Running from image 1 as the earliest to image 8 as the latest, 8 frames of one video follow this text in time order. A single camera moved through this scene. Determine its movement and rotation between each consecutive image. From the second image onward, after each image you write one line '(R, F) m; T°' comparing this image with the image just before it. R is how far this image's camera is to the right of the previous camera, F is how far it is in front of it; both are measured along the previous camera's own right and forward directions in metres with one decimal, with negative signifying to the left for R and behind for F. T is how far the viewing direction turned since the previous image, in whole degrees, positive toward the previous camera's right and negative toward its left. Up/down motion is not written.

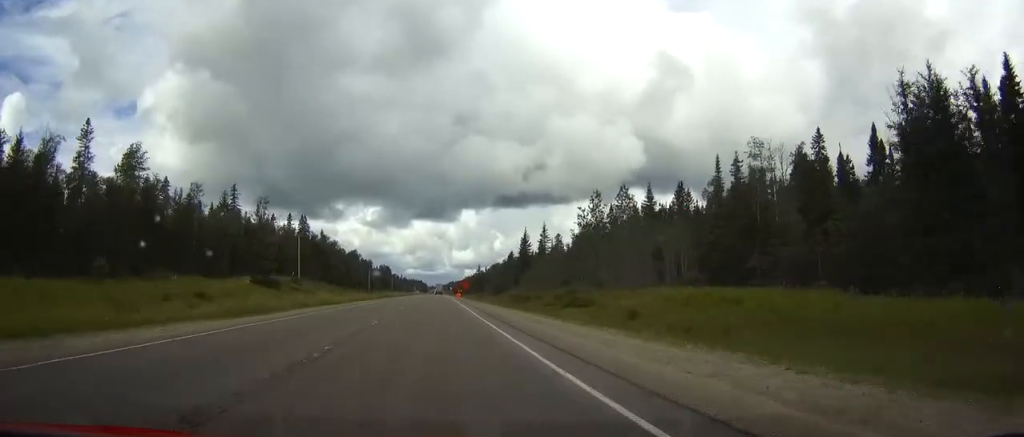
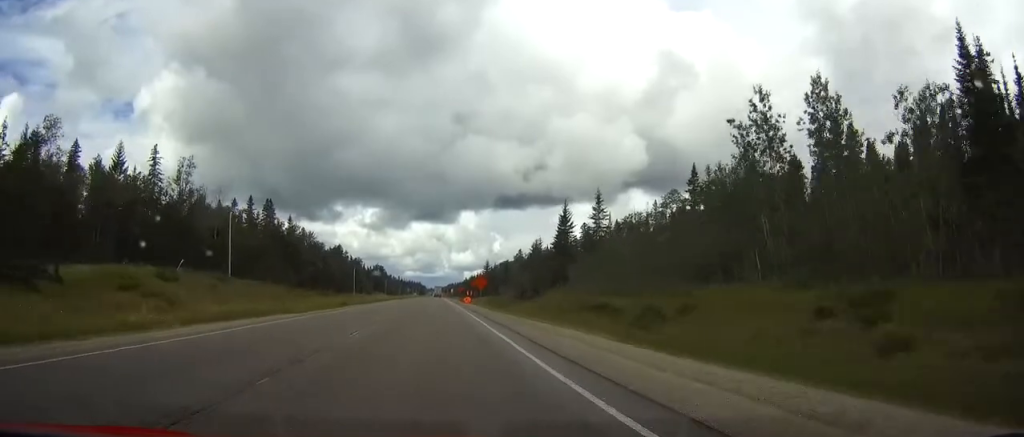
(+0.2, +46.6) m; +1°
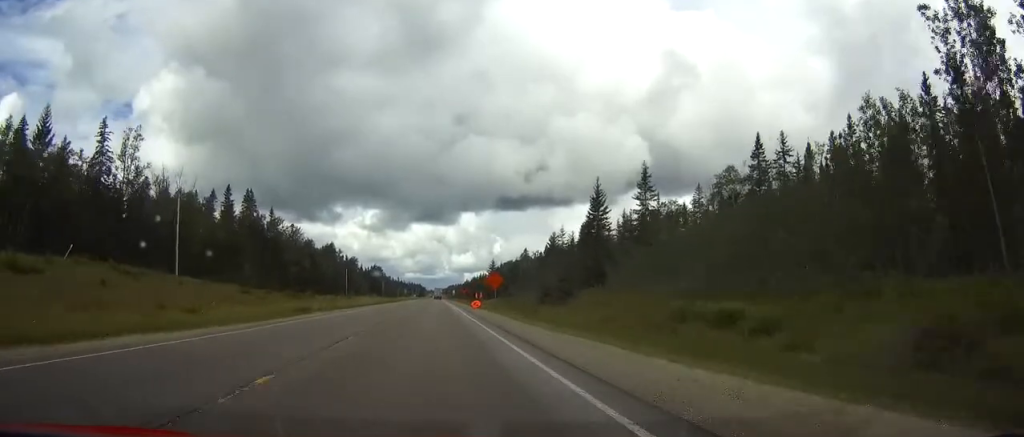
(+0.1, +20.0) m; 0°
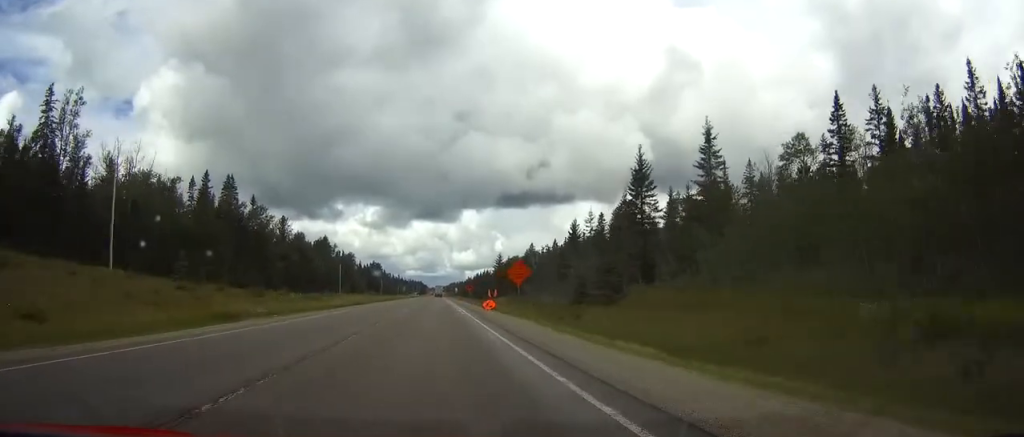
(-0.1, +16.7) m; 0°
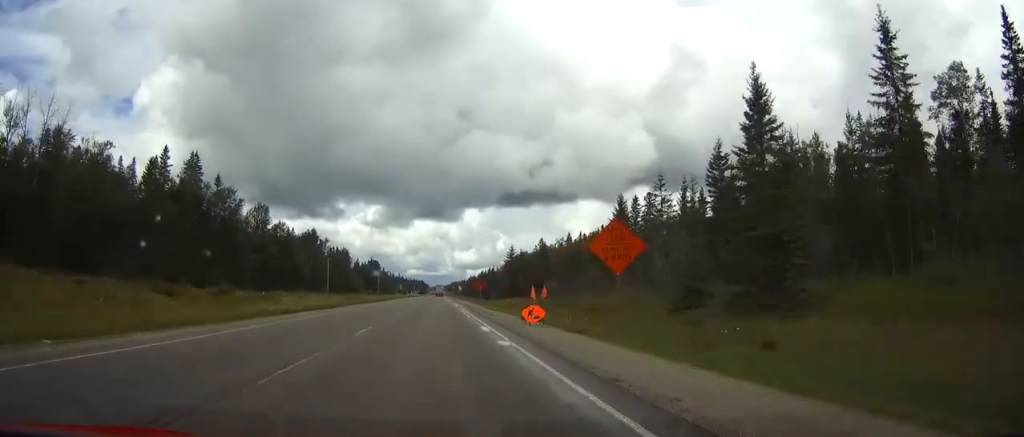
(+0.1, +24.1) m; 0°
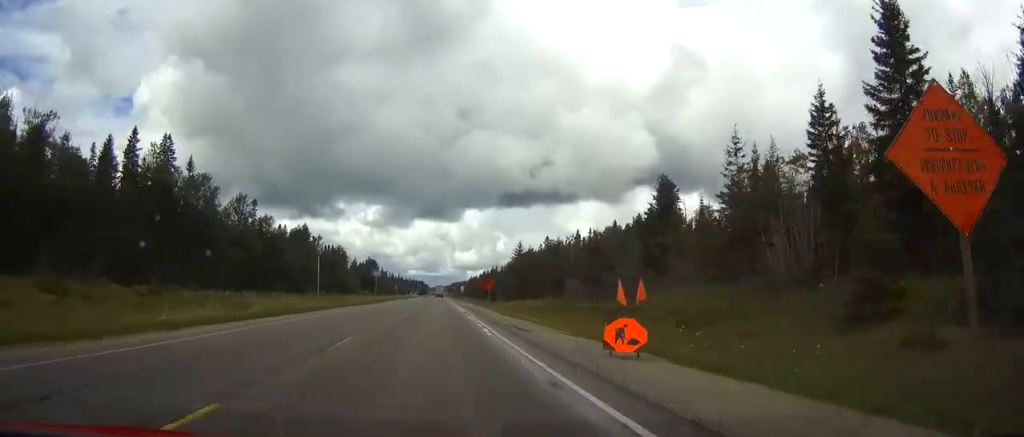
(0.0, +14.1) m; 0°
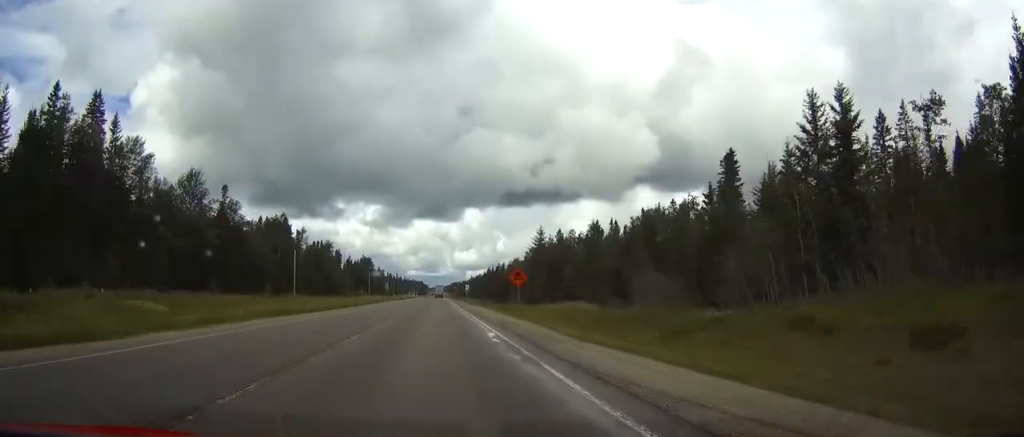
(-0.1, +26.5) m; 0°
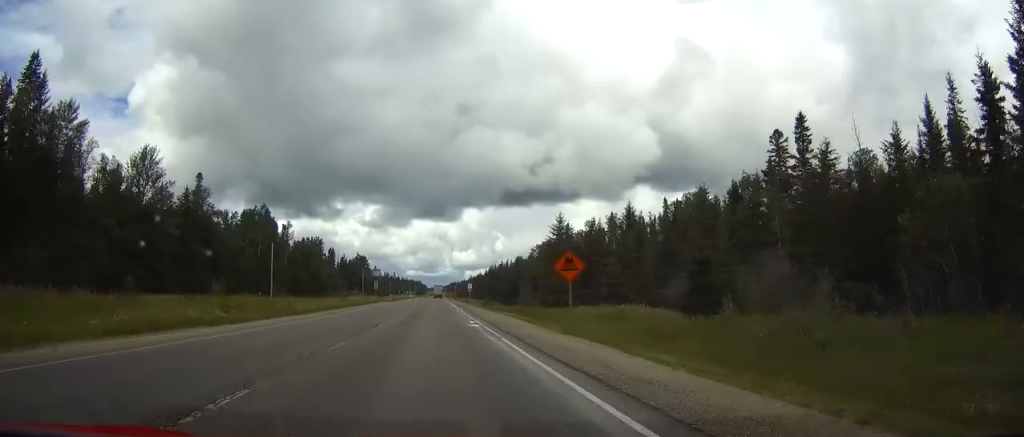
(+0.1, +17.4) m; 0°
